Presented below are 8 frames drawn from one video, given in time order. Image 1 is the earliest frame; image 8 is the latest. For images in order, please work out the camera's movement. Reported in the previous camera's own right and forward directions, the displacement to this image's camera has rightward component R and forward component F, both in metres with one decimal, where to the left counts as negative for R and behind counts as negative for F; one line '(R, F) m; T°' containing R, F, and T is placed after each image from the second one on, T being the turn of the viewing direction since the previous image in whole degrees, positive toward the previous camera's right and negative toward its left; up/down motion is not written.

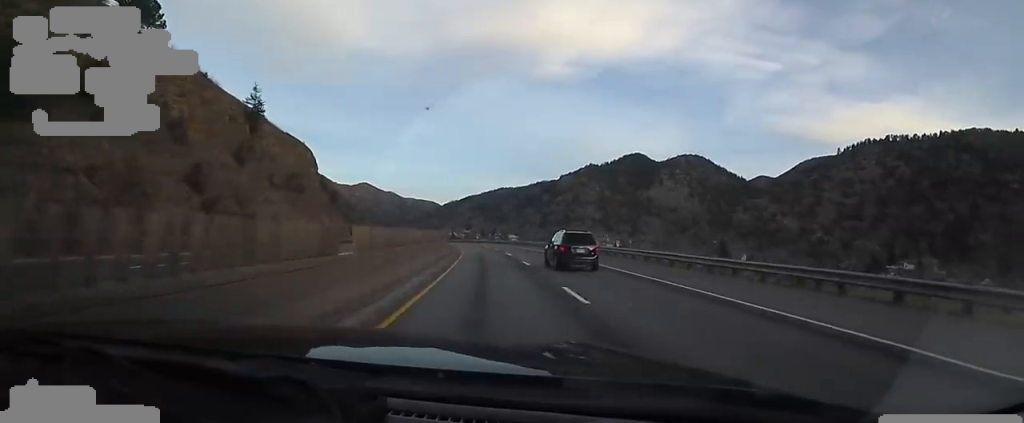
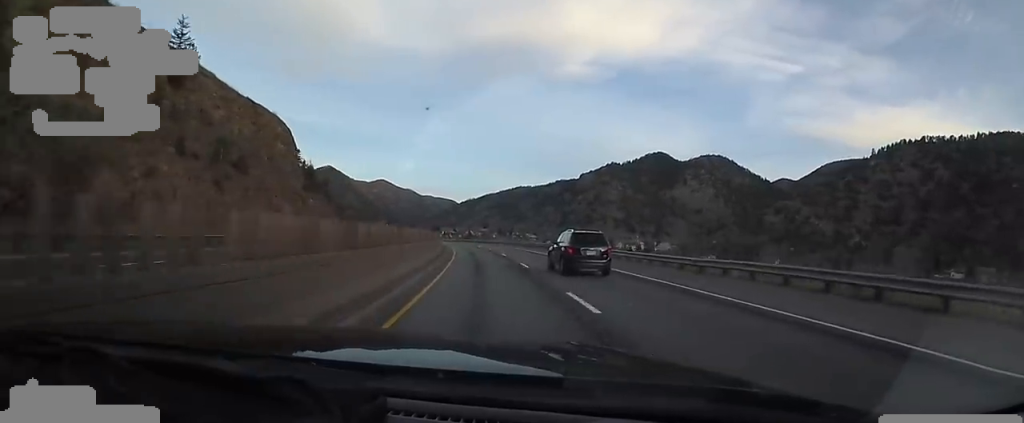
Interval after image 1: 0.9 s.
(+0.3, +25.6) m; 0°
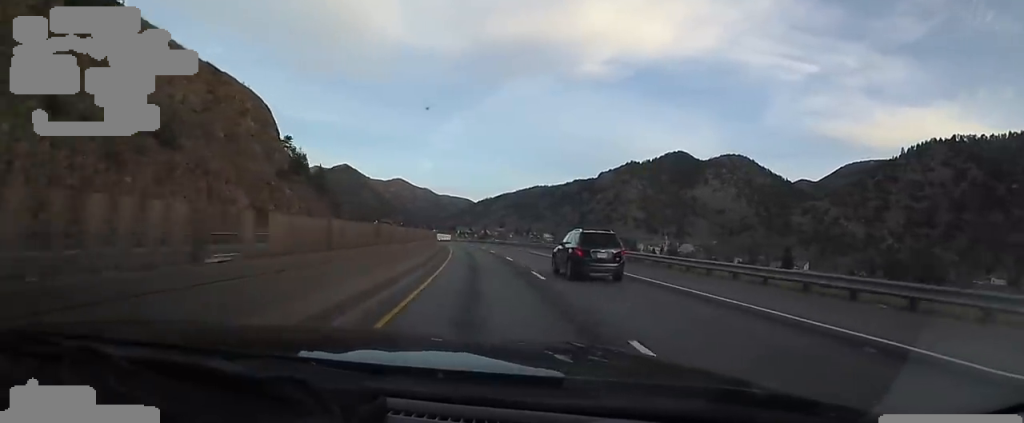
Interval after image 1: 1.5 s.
(-0.1, +17.9) m; -2°
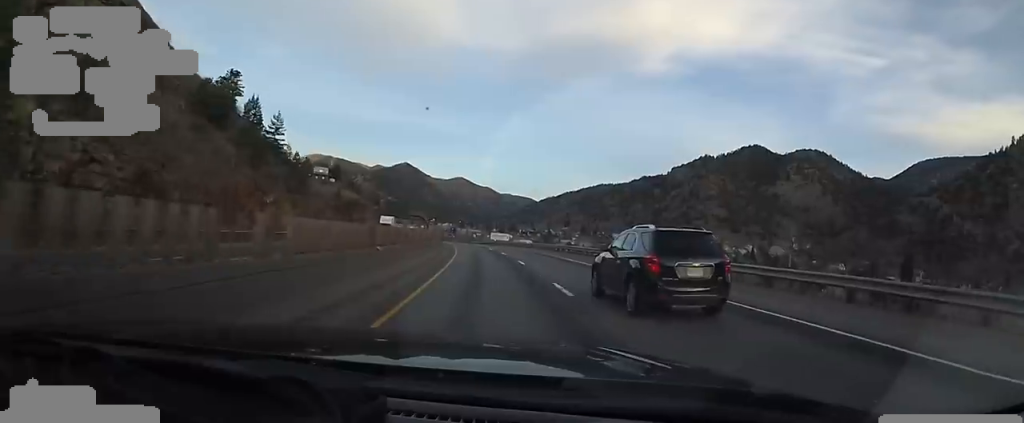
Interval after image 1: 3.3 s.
(-3.2, +54.0) m; -6°
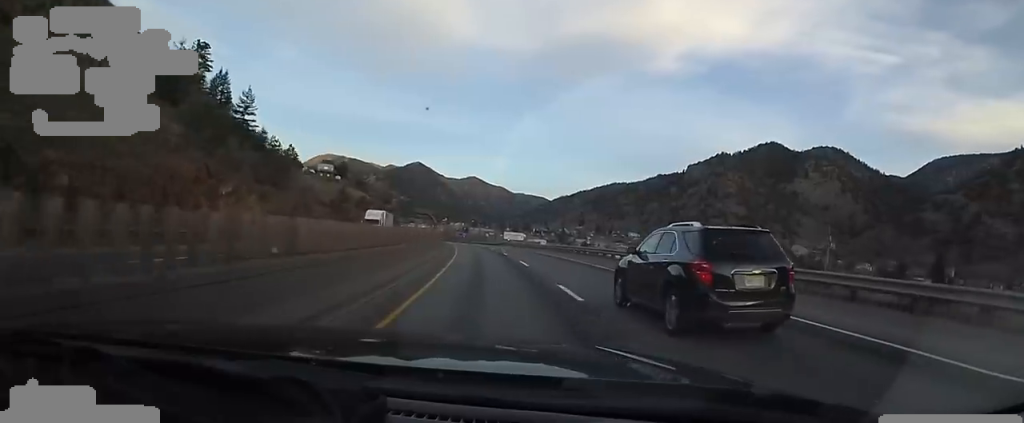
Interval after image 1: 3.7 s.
(+0.3, +13.1) m; -1°
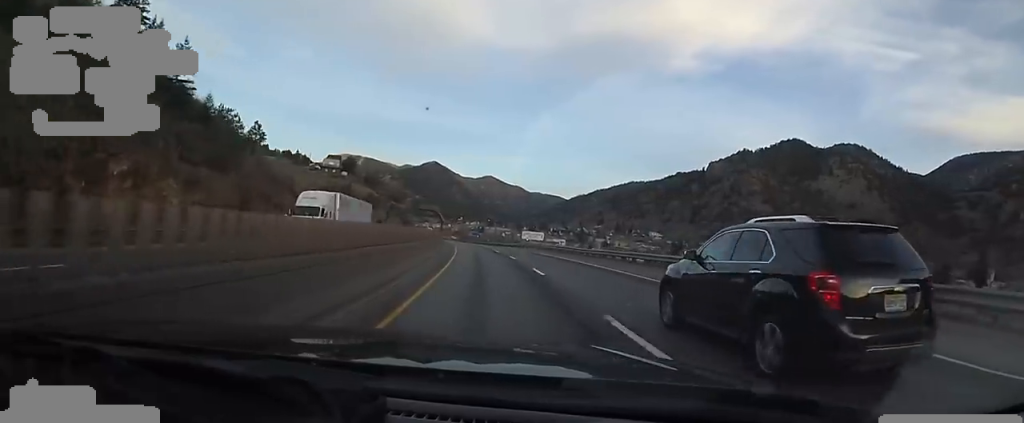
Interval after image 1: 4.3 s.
(-0.2, +17.1) m; -2°
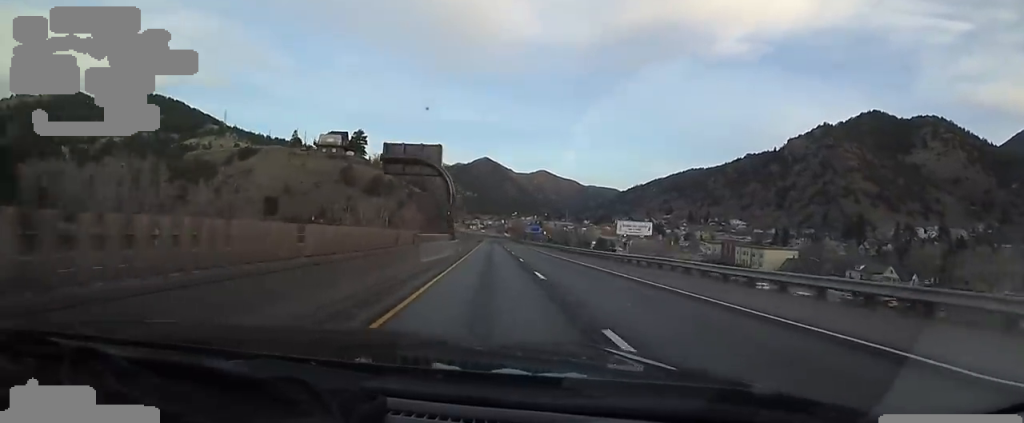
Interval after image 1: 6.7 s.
(-7.0, +71.6) m; -9°
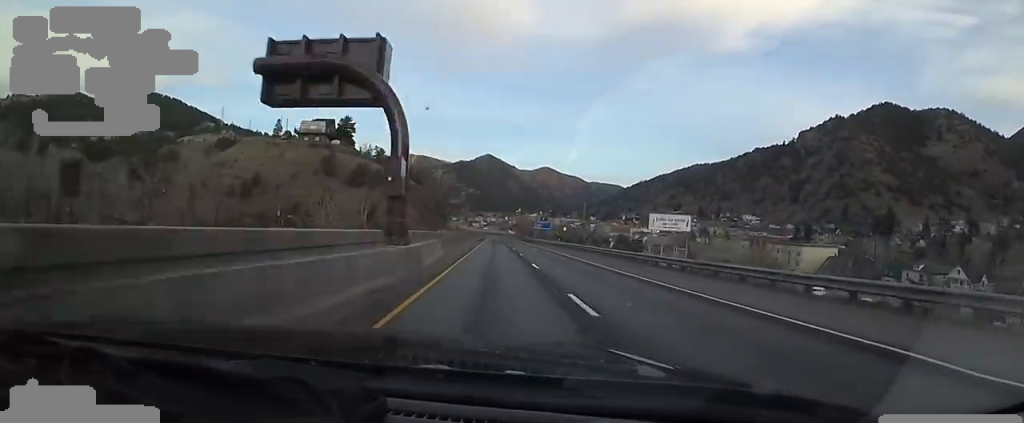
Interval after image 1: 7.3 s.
(-0.3, +19.7) m; -1°
